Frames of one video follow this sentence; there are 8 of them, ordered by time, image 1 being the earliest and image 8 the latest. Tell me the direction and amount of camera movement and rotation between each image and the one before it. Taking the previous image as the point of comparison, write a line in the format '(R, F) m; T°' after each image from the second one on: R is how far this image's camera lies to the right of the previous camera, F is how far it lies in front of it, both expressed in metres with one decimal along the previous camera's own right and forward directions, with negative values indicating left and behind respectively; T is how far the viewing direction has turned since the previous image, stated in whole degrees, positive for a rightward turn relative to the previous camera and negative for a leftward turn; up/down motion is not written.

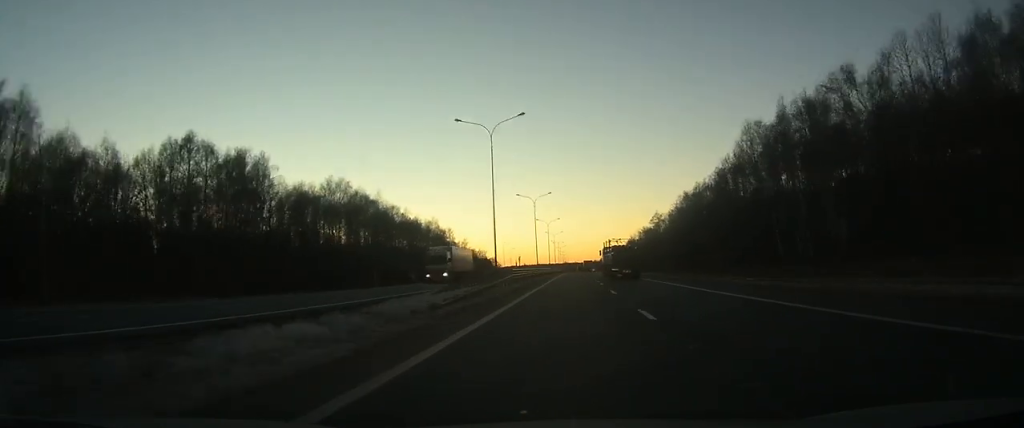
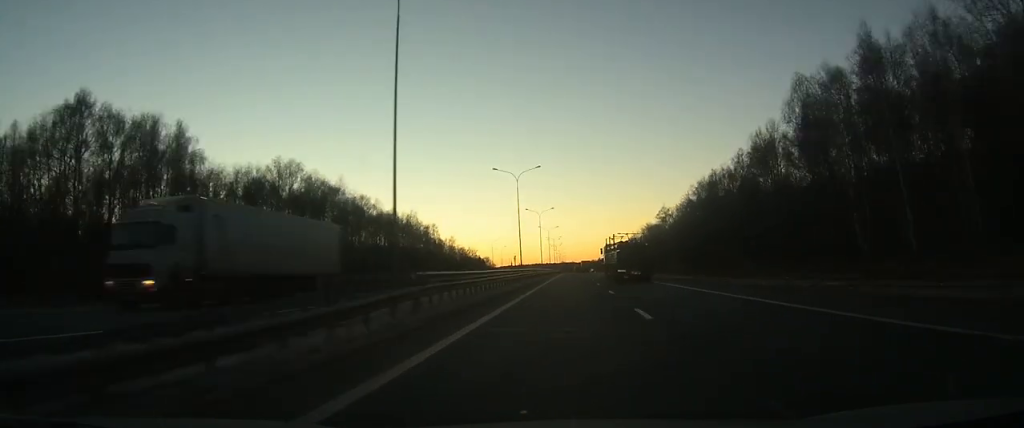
(0.0, +22.9) m; 0°
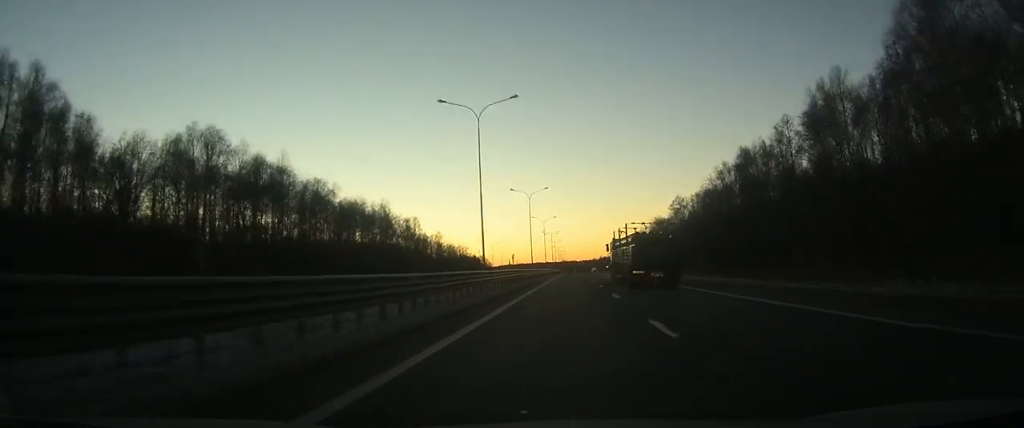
(0.0, +24.5) m; 0°
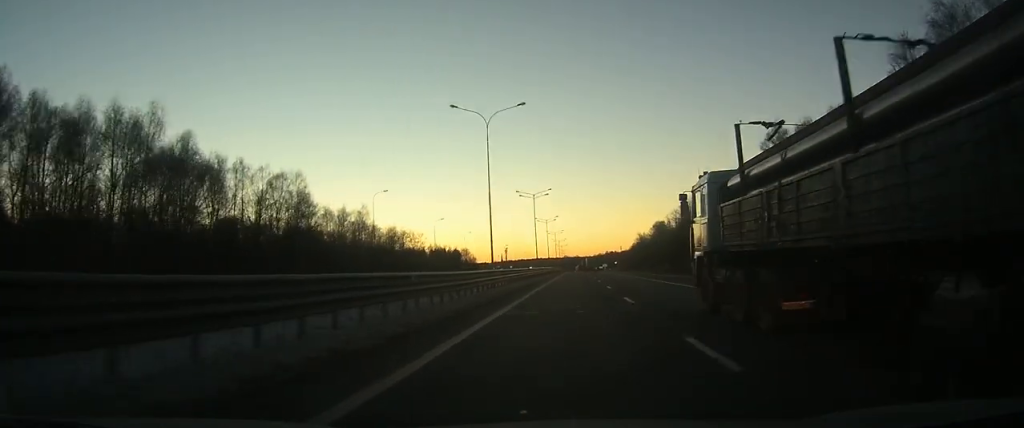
(-0.3, +76.6) m; 0°
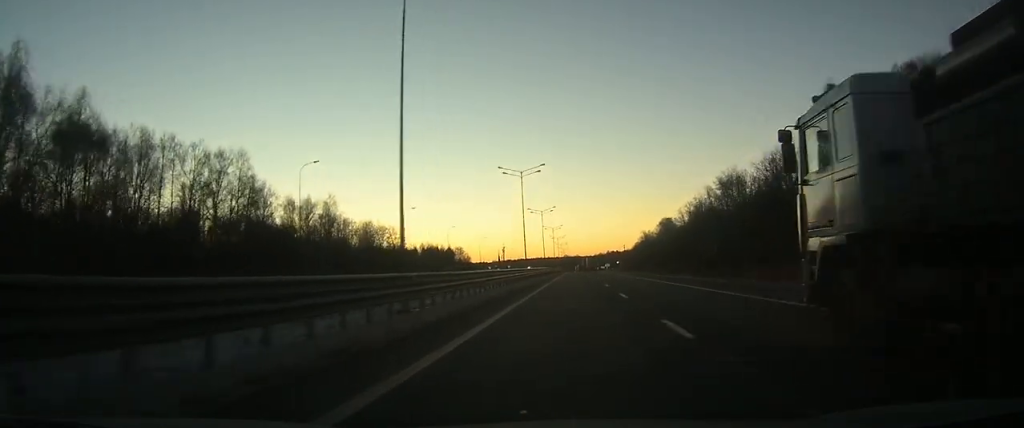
(0.0, +19.3) m; 0°
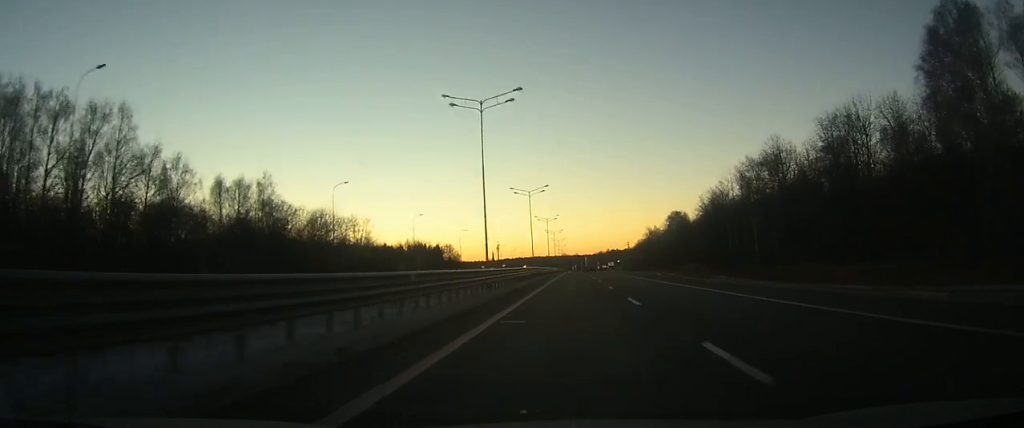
(0.0, +26.2) m; 0°
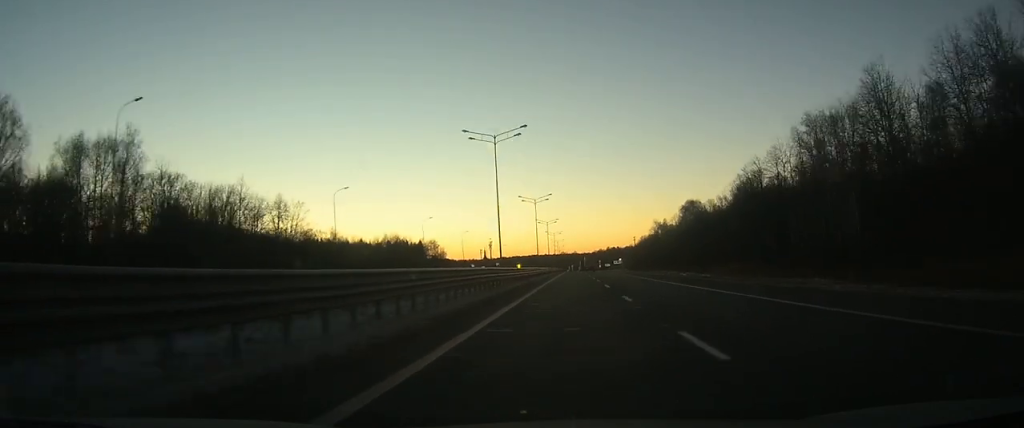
(0.0, +34.1) m; 0°
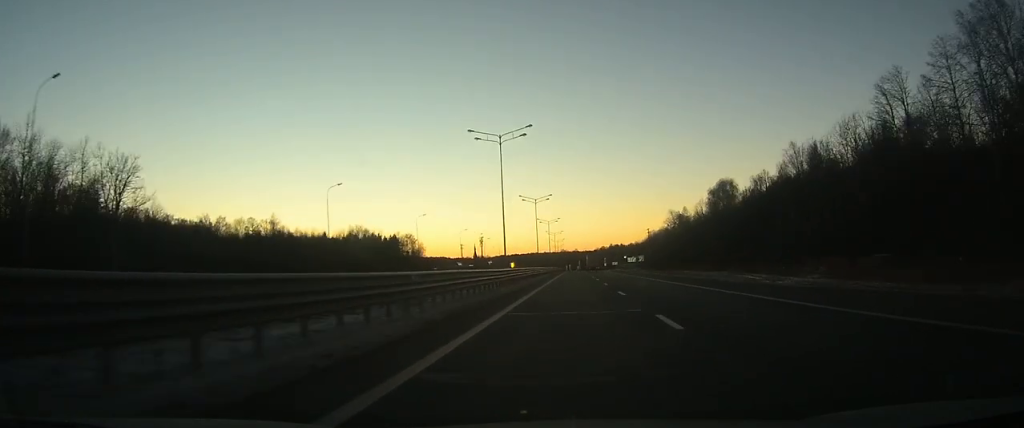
(+0.1, +44.9) m; 0°
